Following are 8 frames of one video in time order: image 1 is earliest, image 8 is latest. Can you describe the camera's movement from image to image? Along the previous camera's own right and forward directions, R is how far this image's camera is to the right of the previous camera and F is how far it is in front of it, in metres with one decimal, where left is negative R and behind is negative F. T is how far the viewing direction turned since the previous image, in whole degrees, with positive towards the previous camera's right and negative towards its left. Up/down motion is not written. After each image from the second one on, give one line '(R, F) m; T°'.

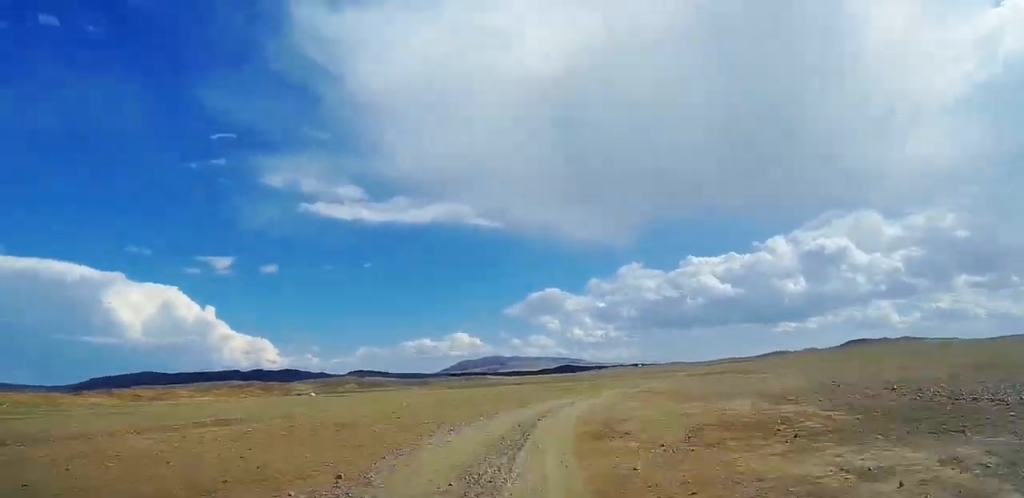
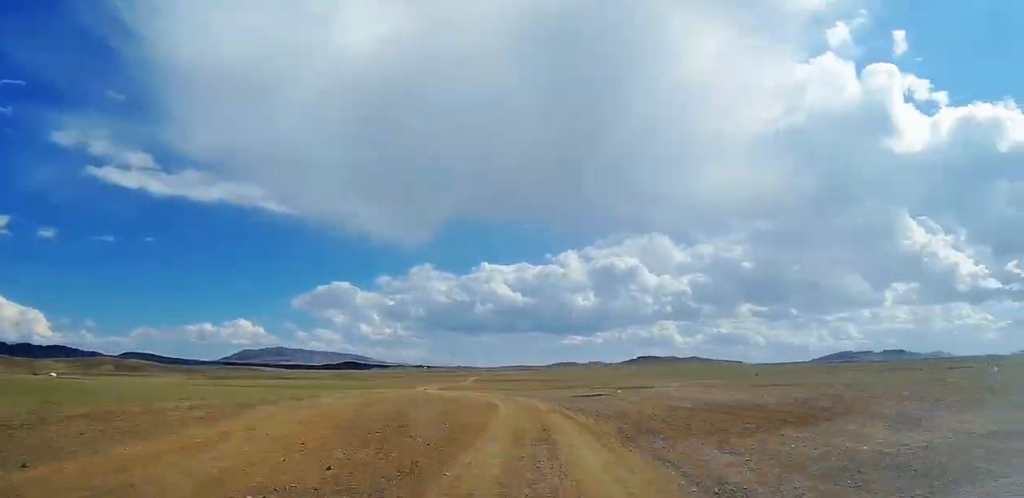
(+2.8, +56.5) m; +3°
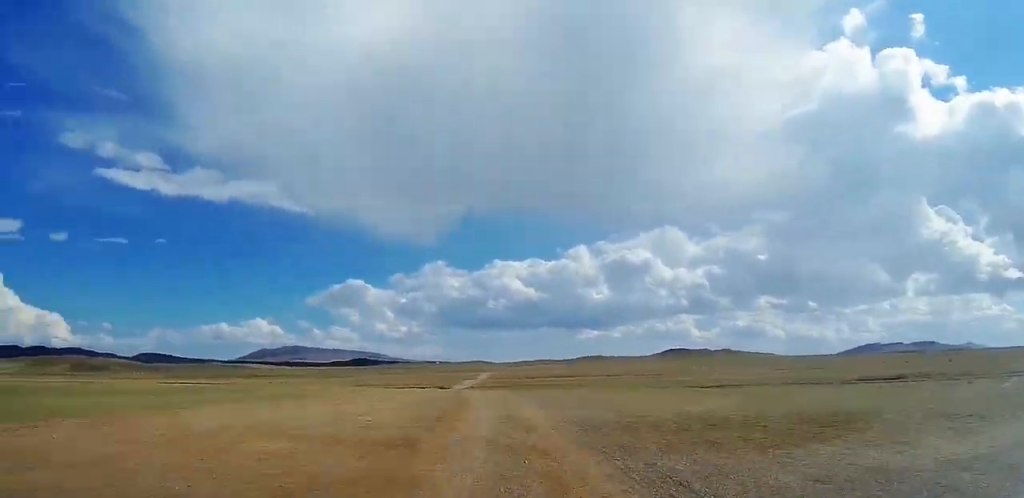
(-1.1, +129.1) m; -1°
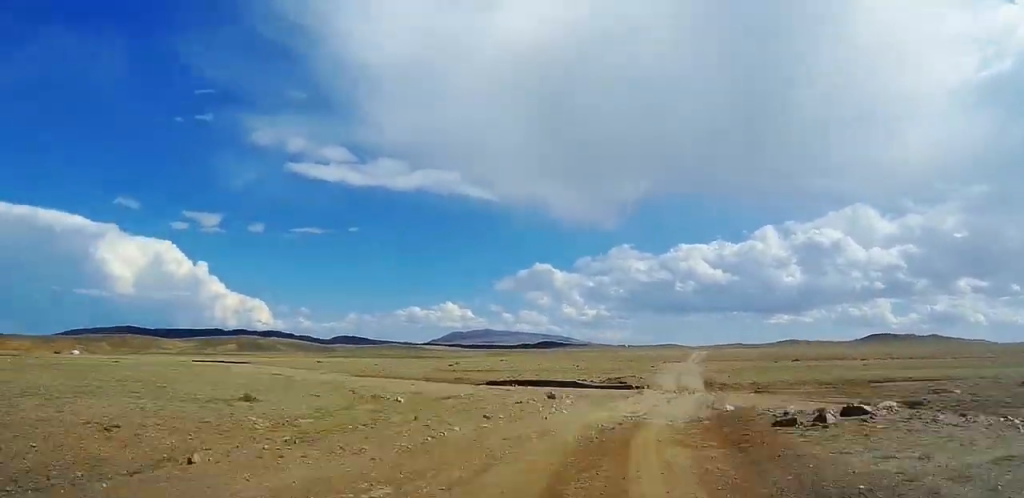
(-0.7, +81.3) m; +1°
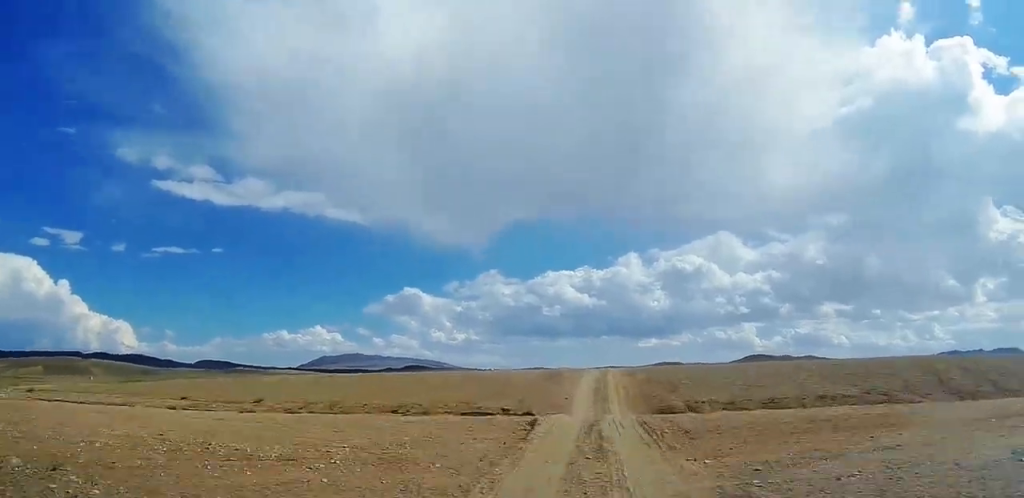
(+3.6, +110.1) m; +4°
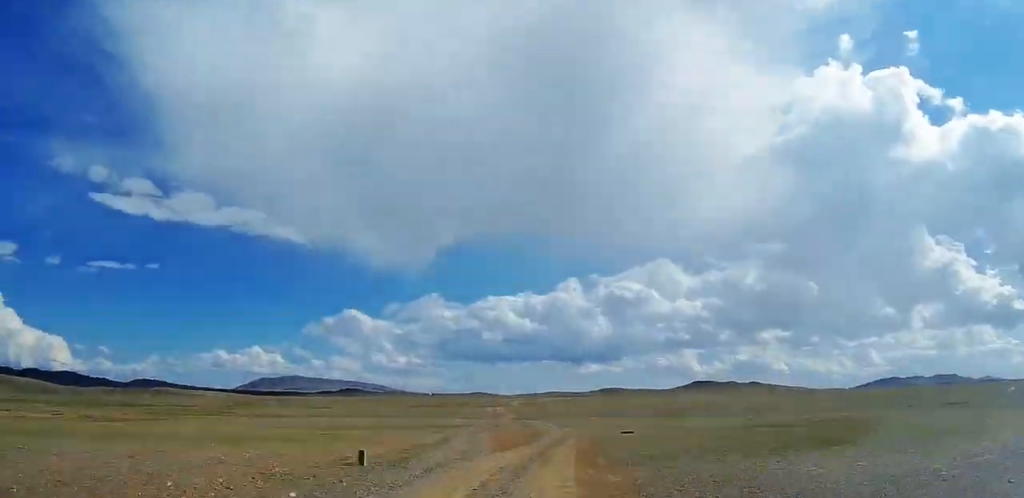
(+1.7, +73.4) m; -1°
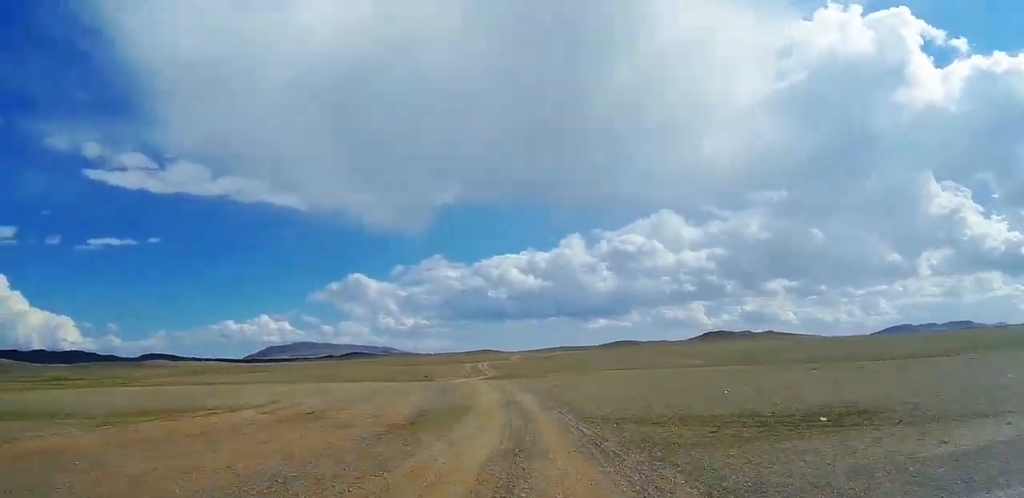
(-2.6, +72.6) m; -2°
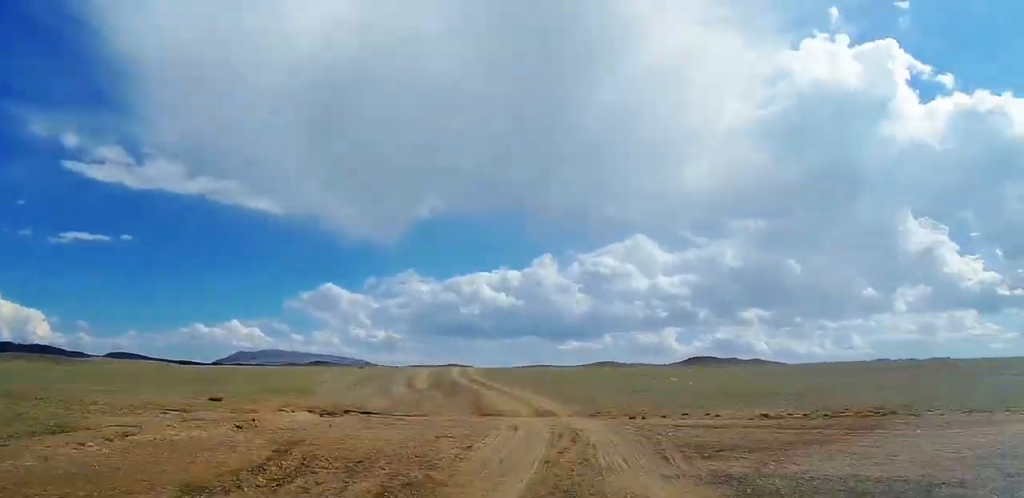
(0.0, +92.1) m; +2°
